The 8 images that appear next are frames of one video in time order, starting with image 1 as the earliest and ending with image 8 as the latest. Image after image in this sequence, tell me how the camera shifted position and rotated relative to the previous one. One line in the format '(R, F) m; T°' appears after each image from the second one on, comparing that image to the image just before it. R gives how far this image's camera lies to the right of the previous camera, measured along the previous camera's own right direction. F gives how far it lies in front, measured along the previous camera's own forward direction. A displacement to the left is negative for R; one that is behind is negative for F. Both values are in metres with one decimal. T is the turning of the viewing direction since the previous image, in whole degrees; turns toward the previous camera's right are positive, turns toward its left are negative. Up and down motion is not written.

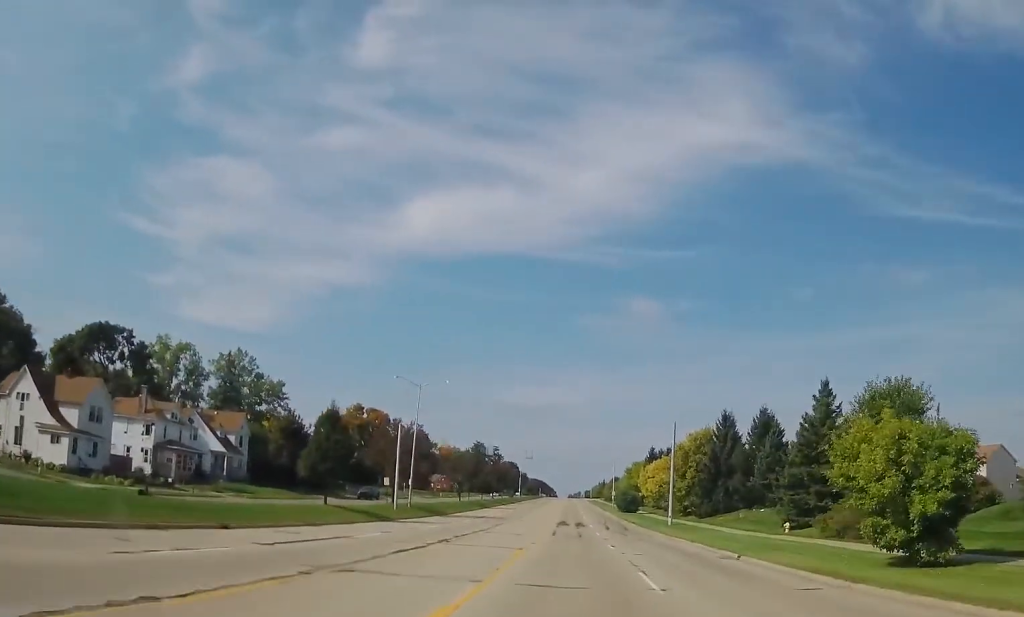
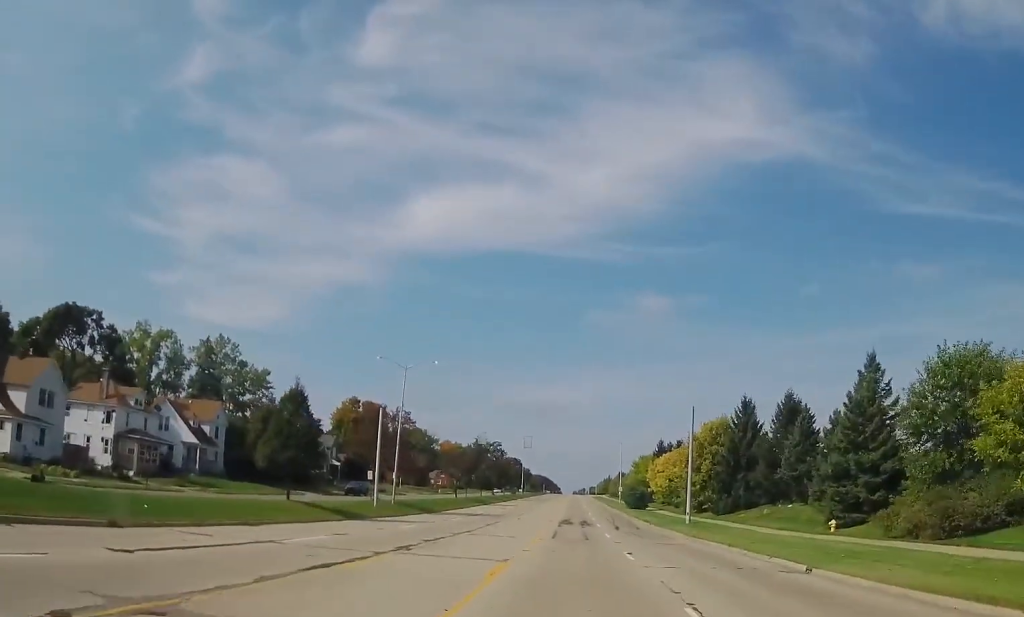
(-0.1, +8.0) m; -3°
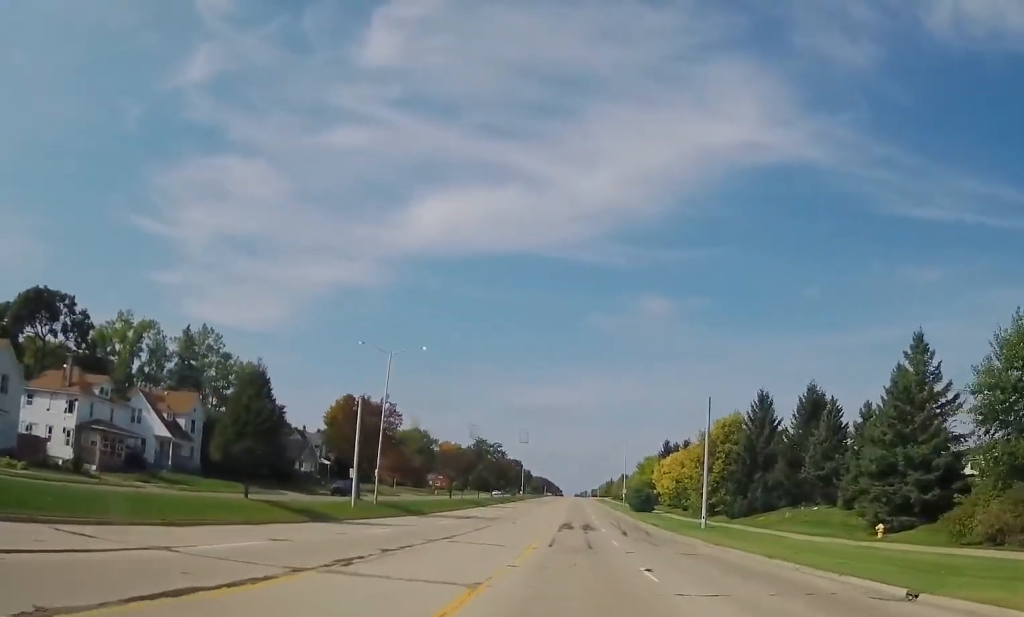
(0.0, +6.2) m; -2°
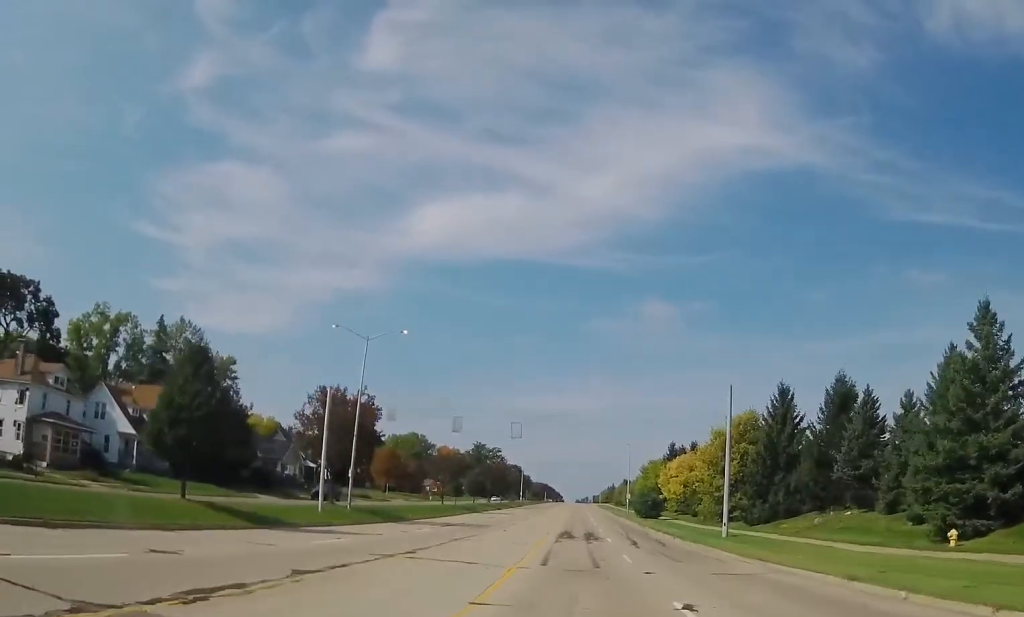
(-0.5, +6.8) m; -1°
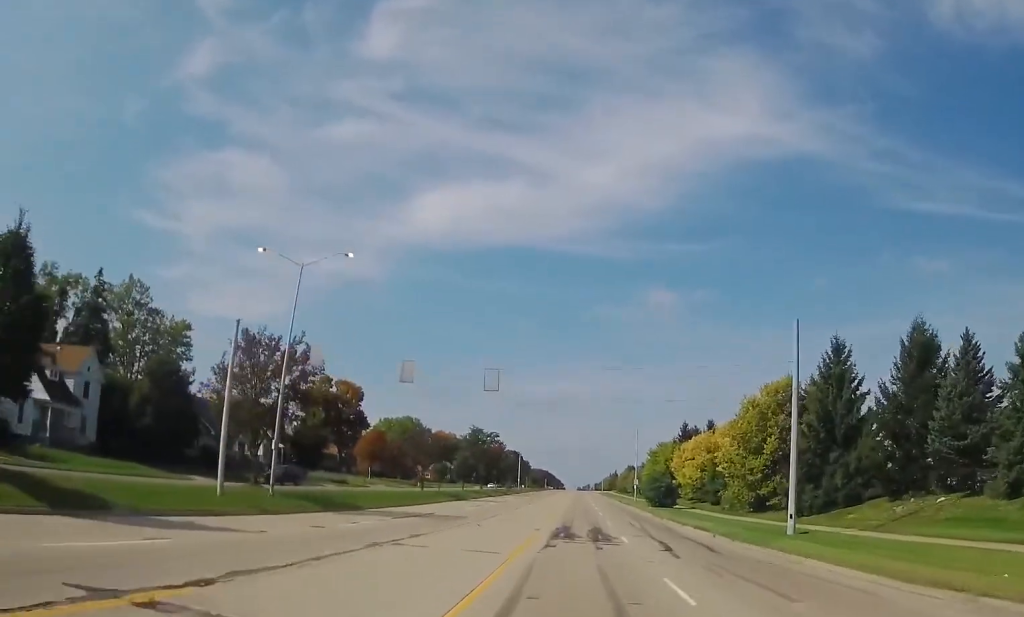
(-0.2, +13.1) m; 0°
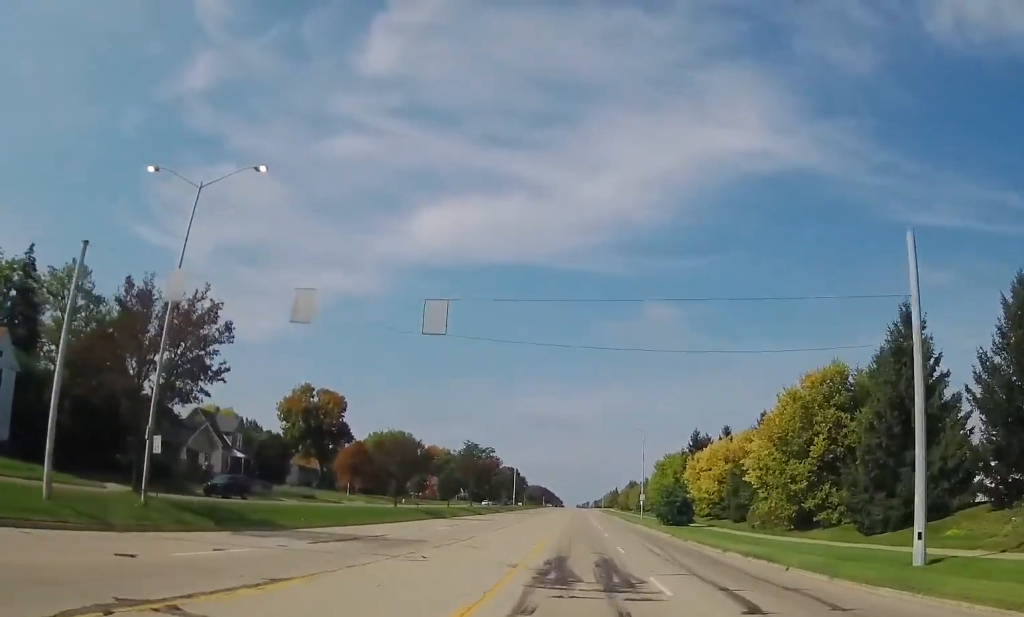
(+0.3, +11.4) m; +1°
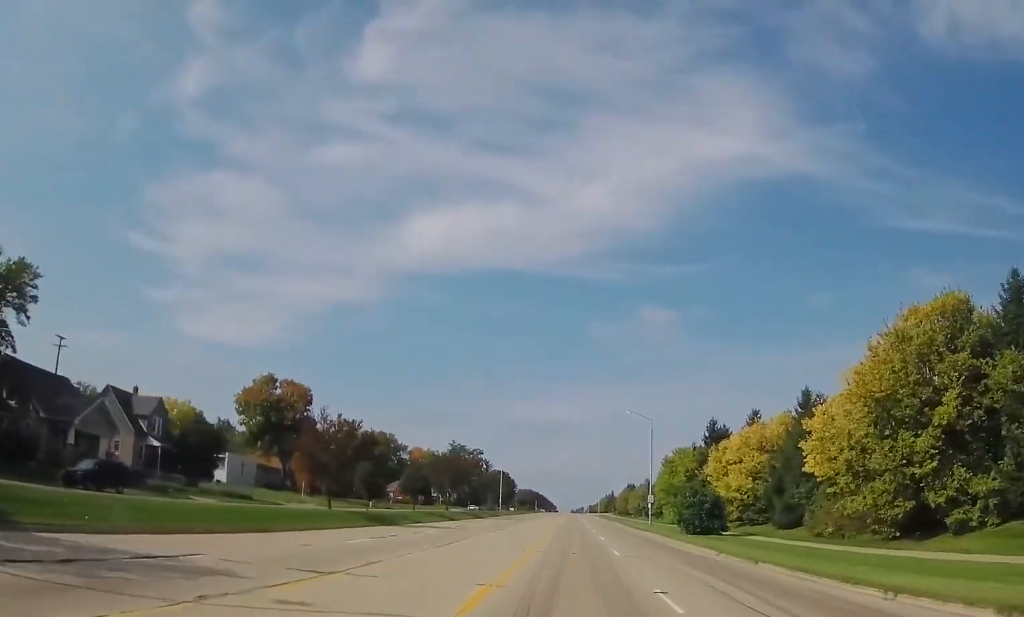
(0.0, +17.1) m; 0°
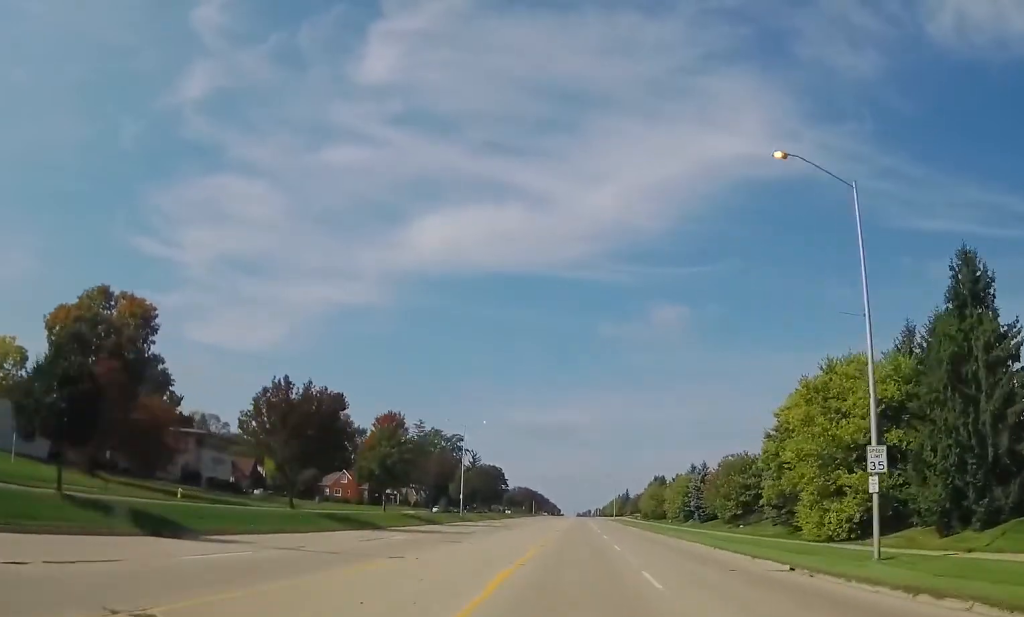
(+0.3, +57.7) m; 0°
